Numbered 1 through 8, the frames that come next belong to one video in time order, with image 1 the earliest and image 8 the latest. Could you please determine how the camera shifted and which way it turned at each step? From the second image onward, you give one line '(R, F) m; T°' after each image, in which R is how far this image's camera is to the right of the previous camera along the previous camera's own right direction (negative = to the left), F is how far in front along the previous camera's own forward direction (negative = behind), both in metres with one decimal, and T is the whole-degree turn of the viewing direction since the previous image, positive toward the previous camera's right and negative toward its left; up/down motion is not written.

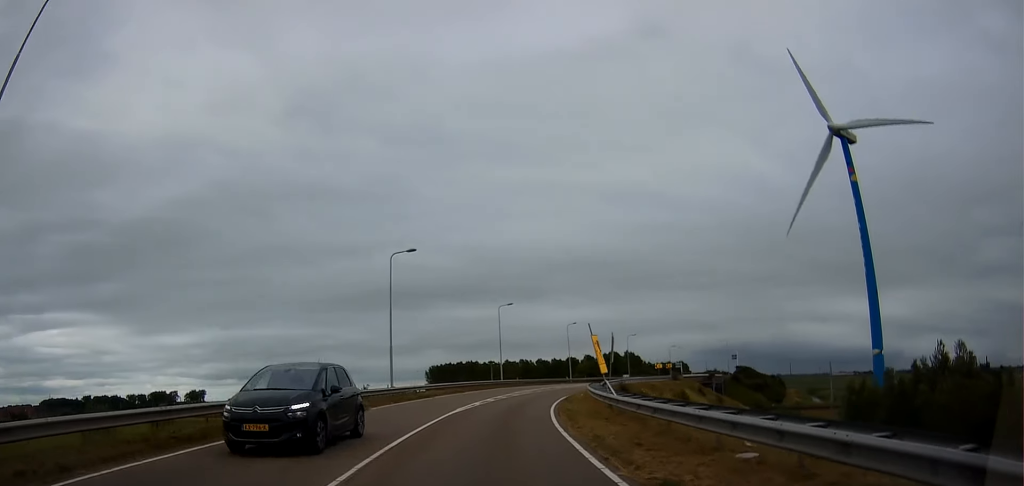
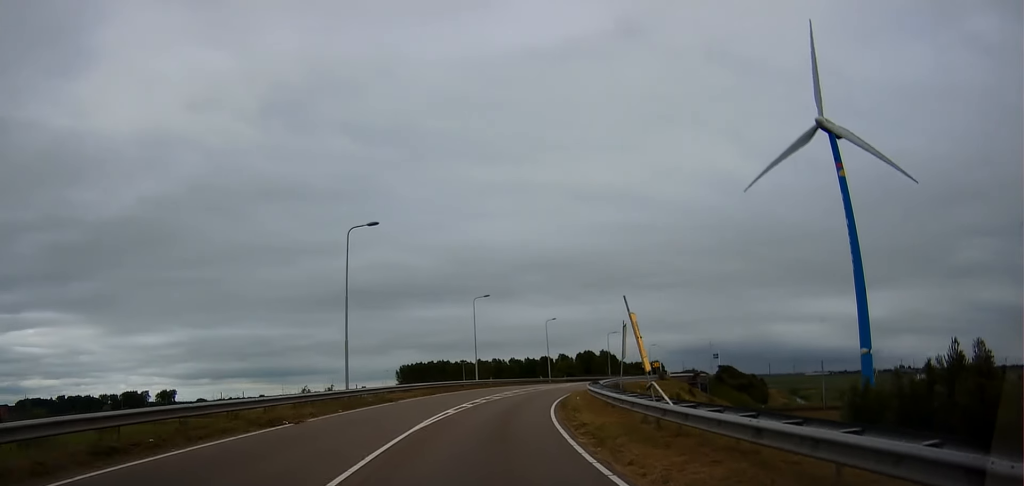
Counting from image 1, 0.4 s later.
(+0.2, +6.3) m; +4°
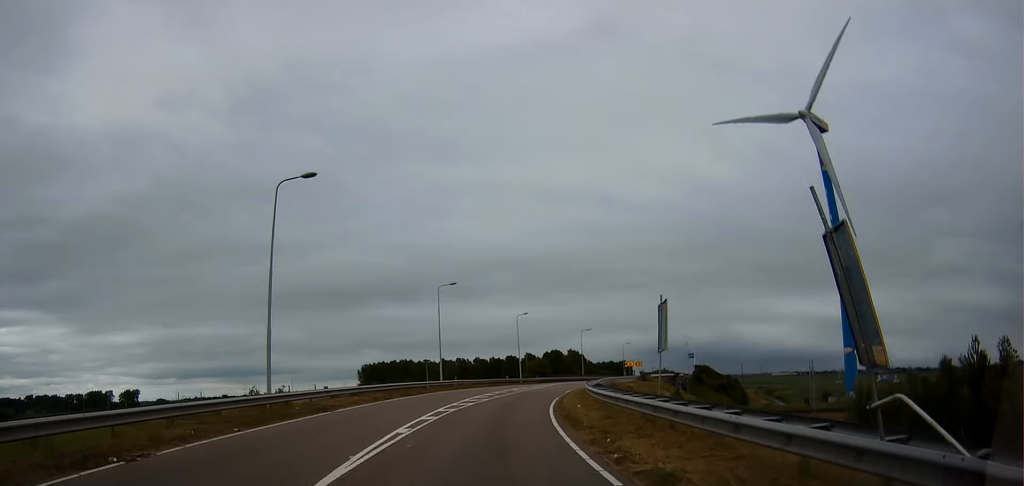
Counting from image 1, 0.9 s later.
(0.0, +7.6) m; +5°
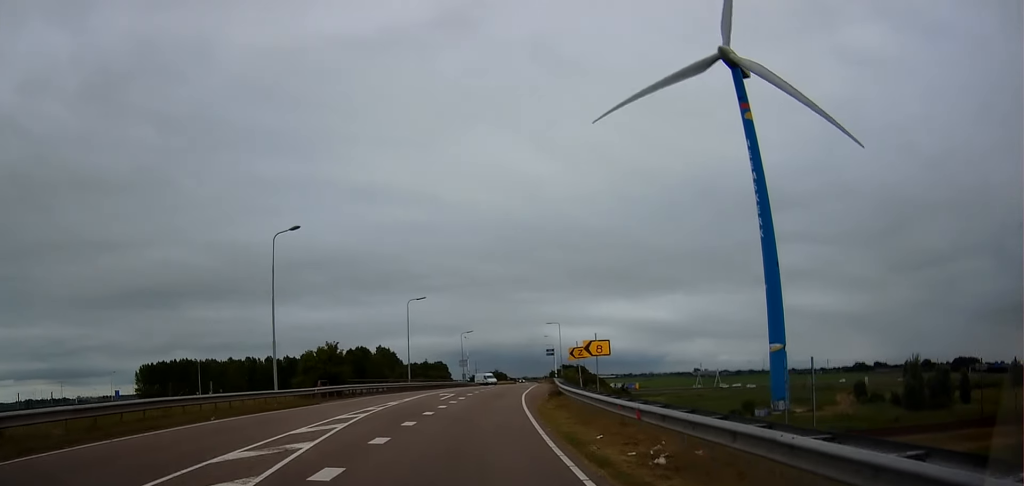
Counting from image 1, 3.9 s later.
(+7.1, +46.7) m; +16°
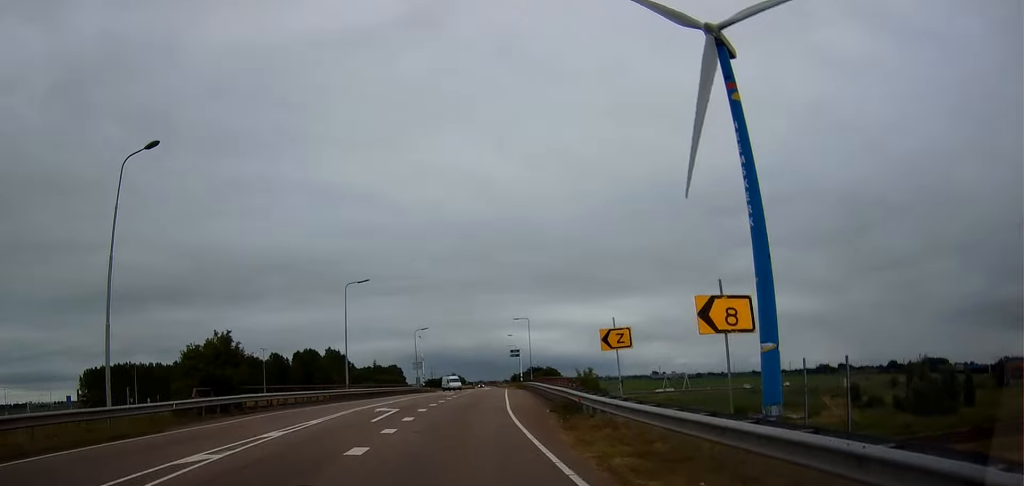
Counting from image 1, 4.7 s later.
(+0.6, +13.2) m; +5°
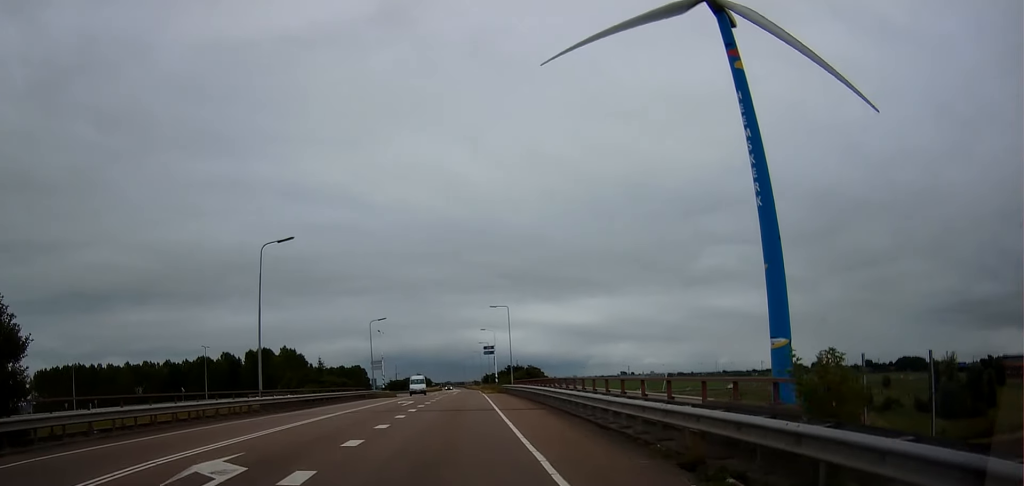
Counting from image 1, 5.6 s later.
(+0.8, +14.8) m; +4°
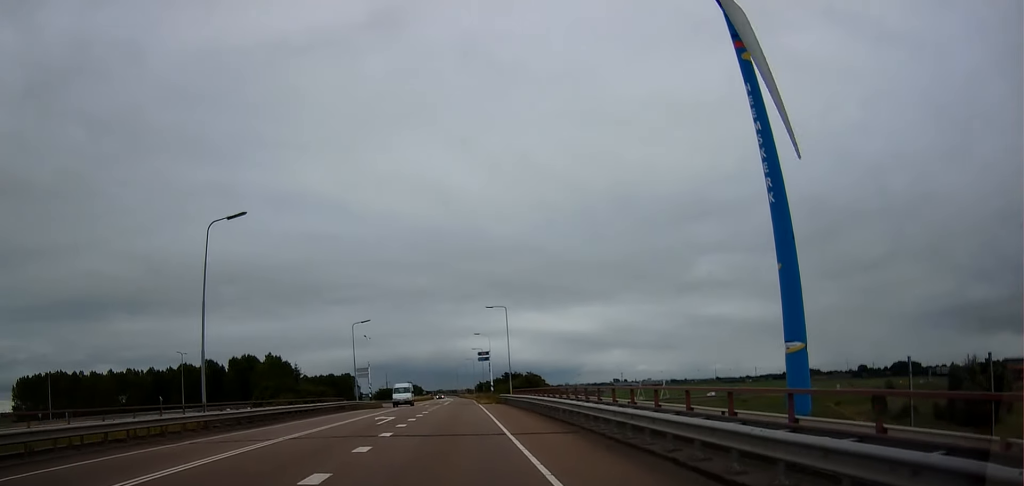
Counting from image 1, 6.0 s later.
(+0.1, +6.9) m; +1°
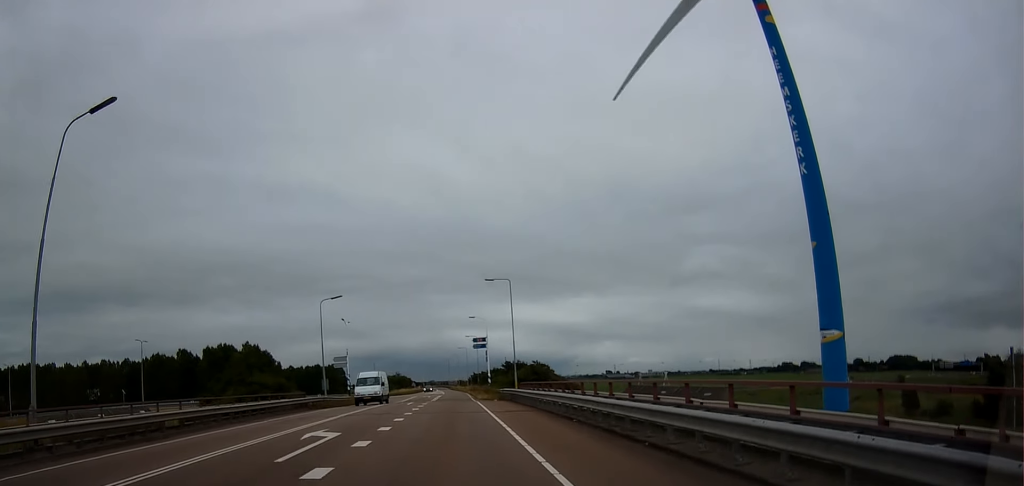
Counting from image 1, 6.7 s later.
(-0.1, +11.8) m; +1°
